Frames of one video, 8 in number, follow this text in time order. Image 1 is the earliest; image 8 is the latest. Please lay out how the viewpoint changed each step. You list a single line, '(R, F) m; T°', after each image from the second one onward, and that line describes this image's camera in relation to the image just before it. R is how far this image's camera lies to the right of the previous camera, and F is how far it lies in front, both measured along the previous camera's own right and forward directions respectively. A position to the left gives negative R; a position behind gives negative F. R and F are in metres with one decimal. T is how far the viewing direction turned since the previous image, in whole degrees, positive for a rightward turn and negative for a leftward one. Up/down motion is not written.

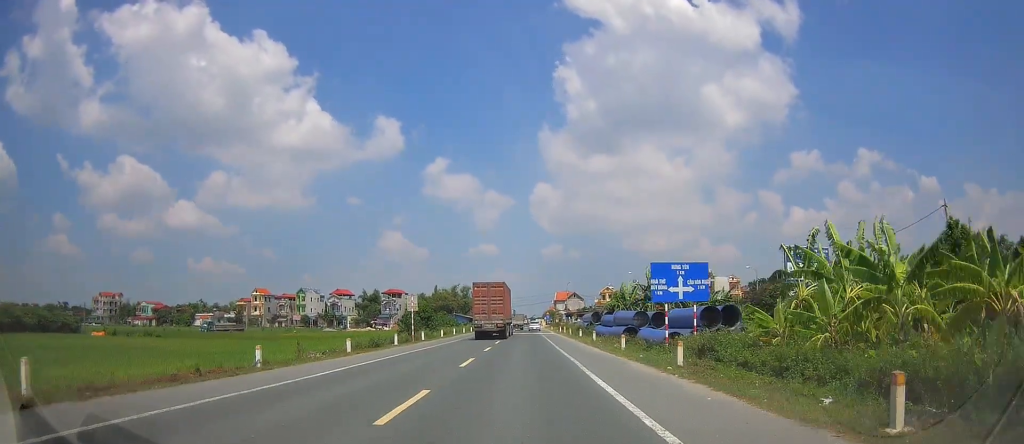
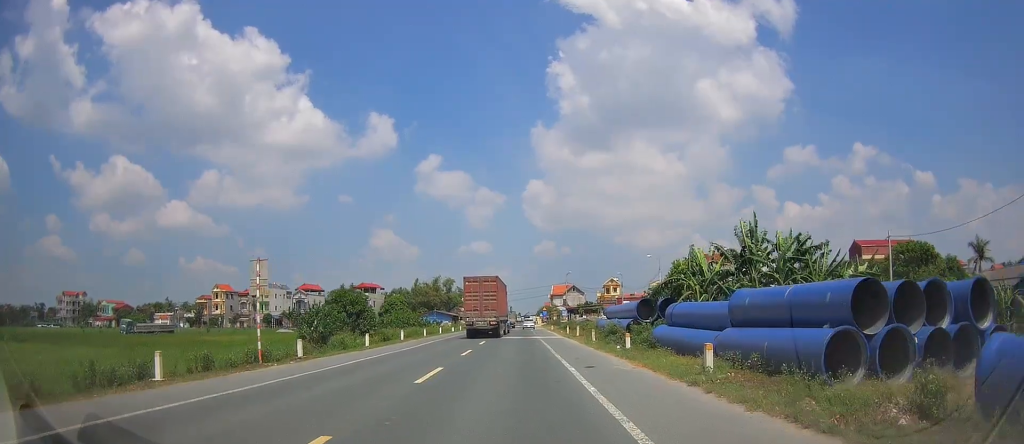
(0.0, +24.5) m; 0°
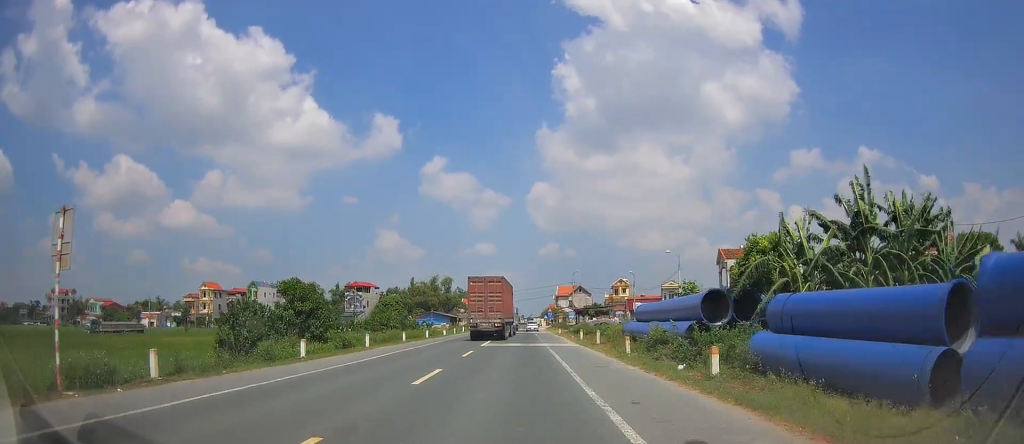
(0.0, +9.9) m; 0°
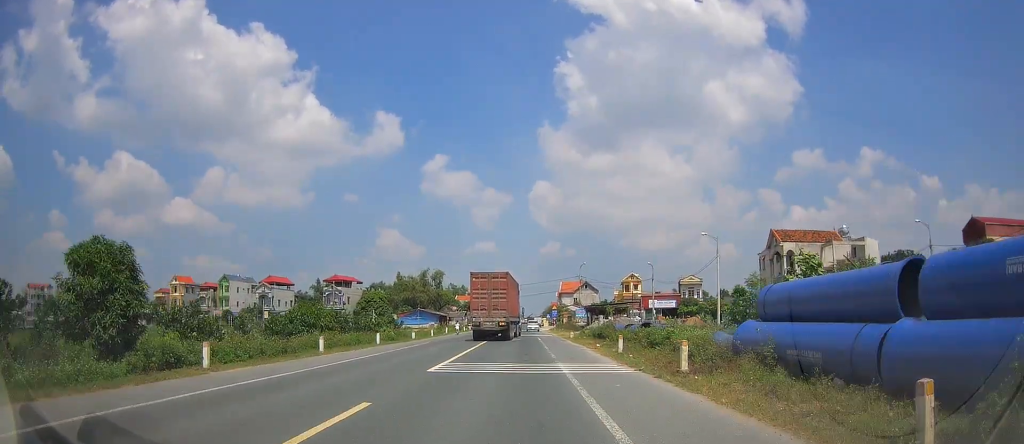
(+0.1, +17.2) m; 0°
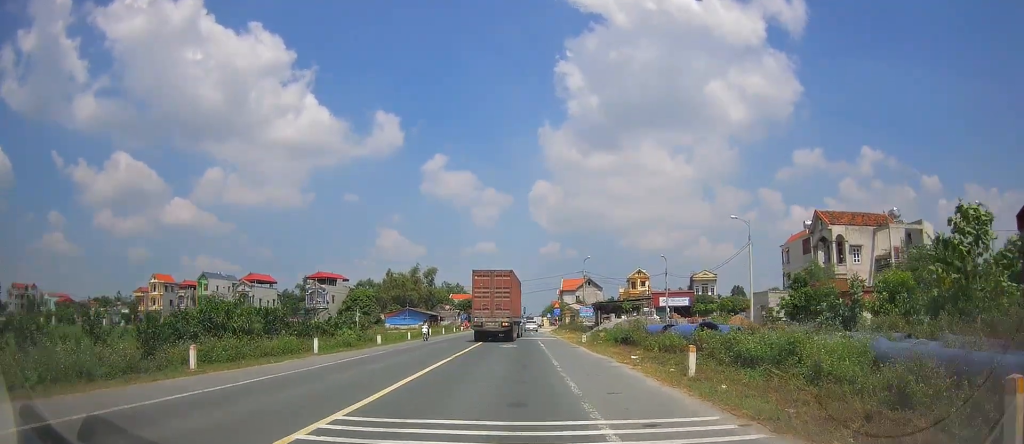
(0.0, +10.7) m; 0°
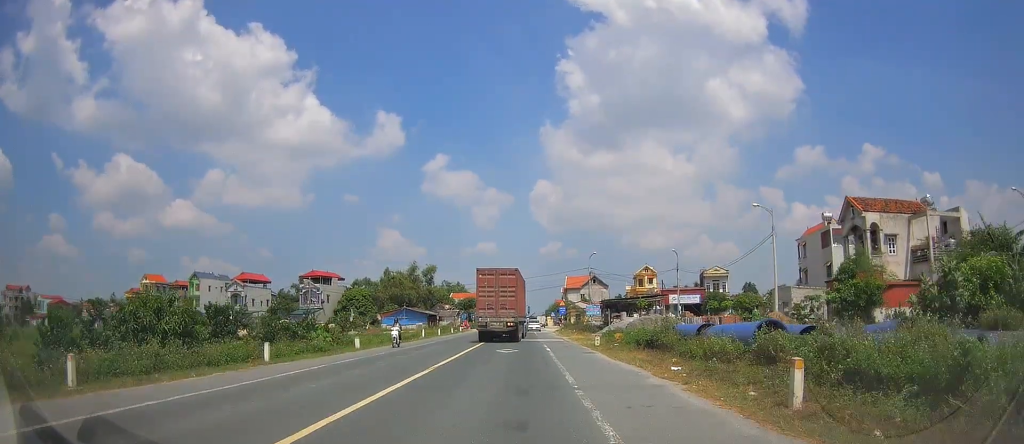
(0.0, +5.3) m; 0°
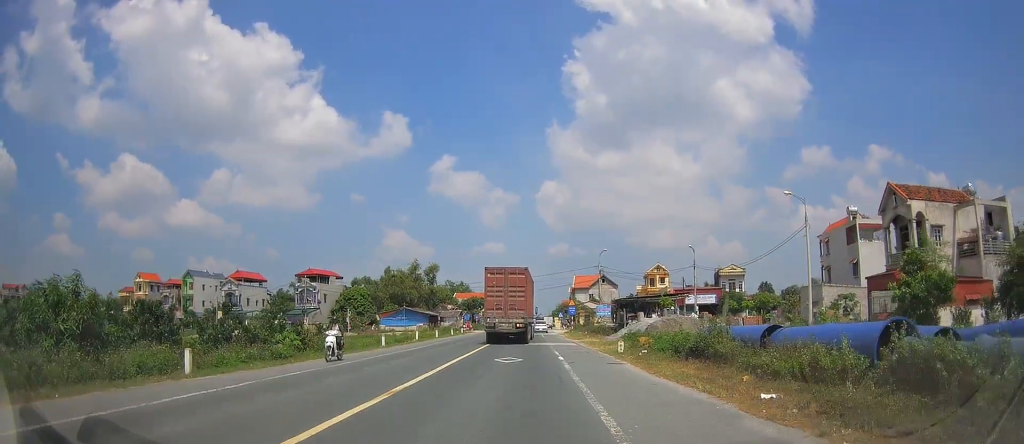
(0.0, +5.7) m; 0°
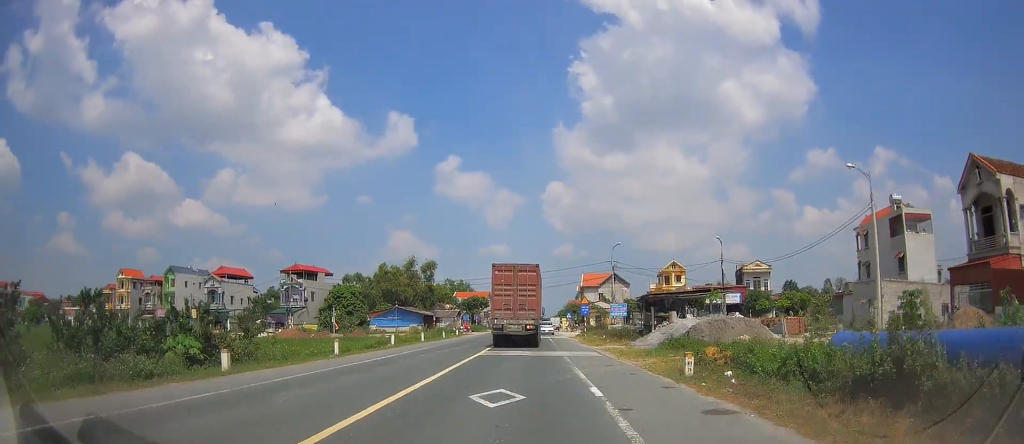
(0.0, +9.7) m; 0°
